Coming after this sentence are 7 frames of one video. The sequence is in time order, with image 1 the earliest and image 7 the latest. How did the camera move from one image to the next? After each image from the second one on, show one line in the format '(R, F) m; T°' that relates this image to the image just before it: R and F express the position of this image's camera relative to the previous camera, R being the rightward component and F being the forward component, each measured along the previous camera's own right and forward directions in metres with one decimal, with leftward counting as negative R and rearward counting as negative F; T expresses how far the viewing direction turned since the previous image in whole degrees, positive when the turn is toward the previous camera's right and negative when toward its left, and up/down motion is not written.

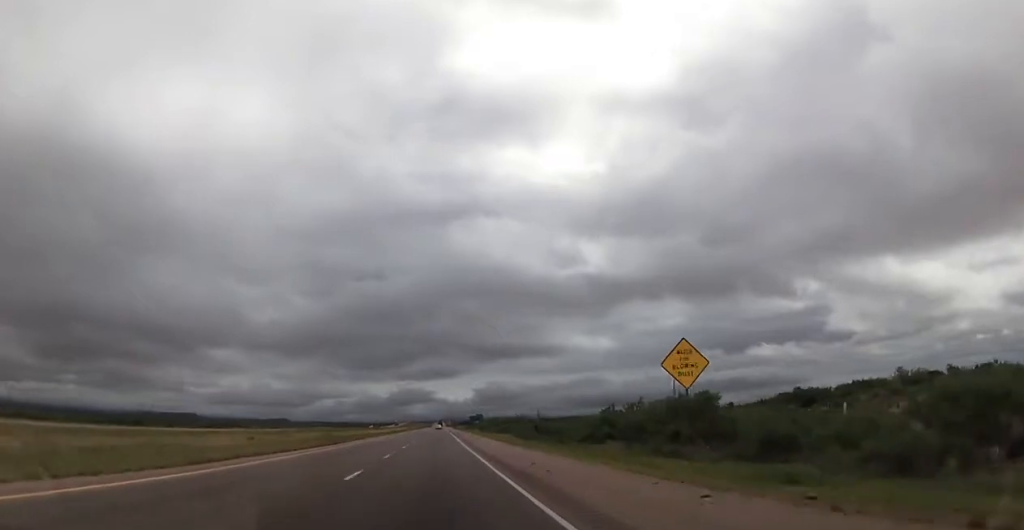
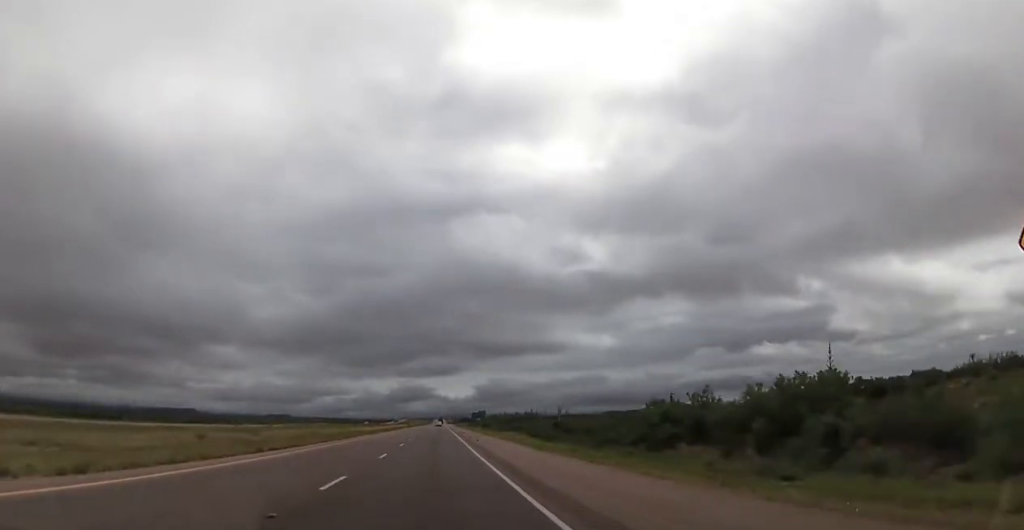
(+0.2, +15.0) m; 0°
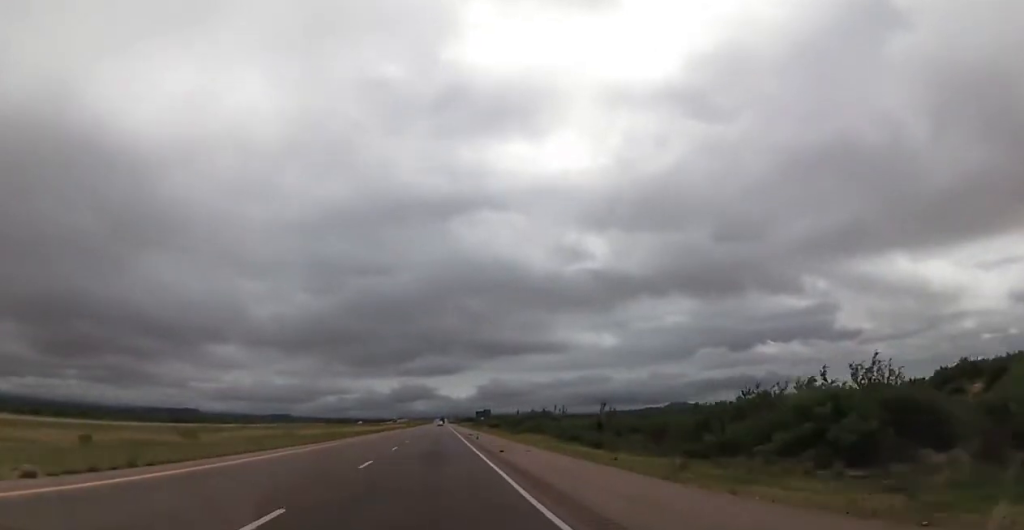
(-0.3, +18.5) m; -1°
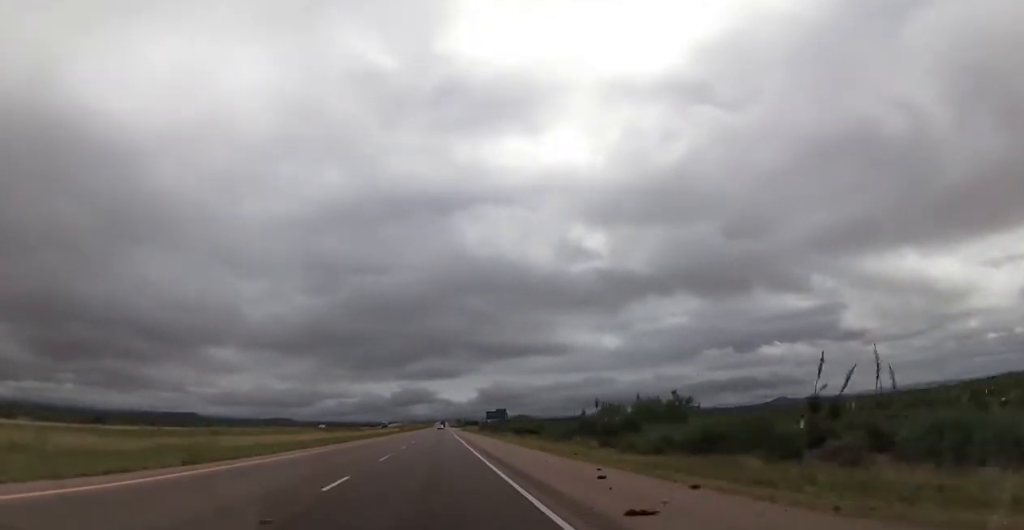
(-0.4, +54.3) m; 0°
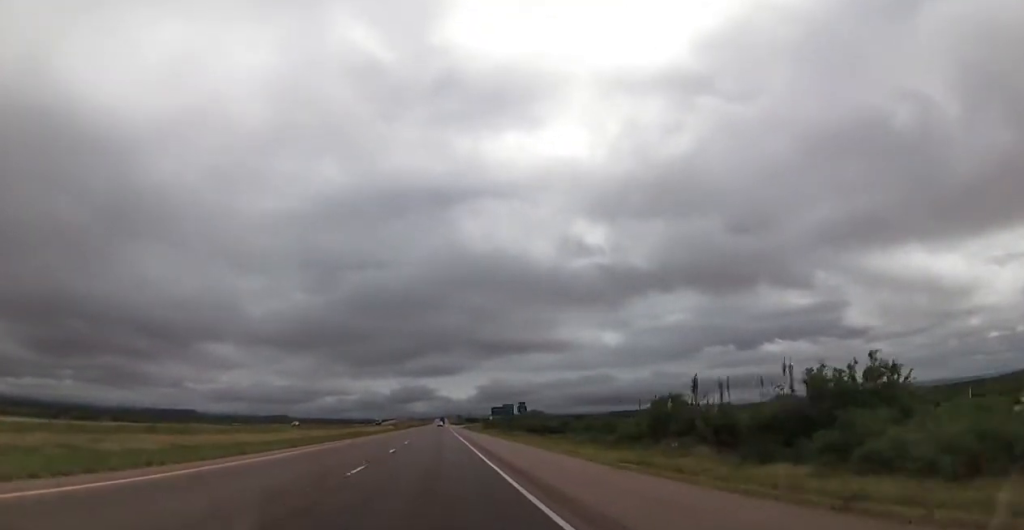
(0.0, +20.9) m; 0°
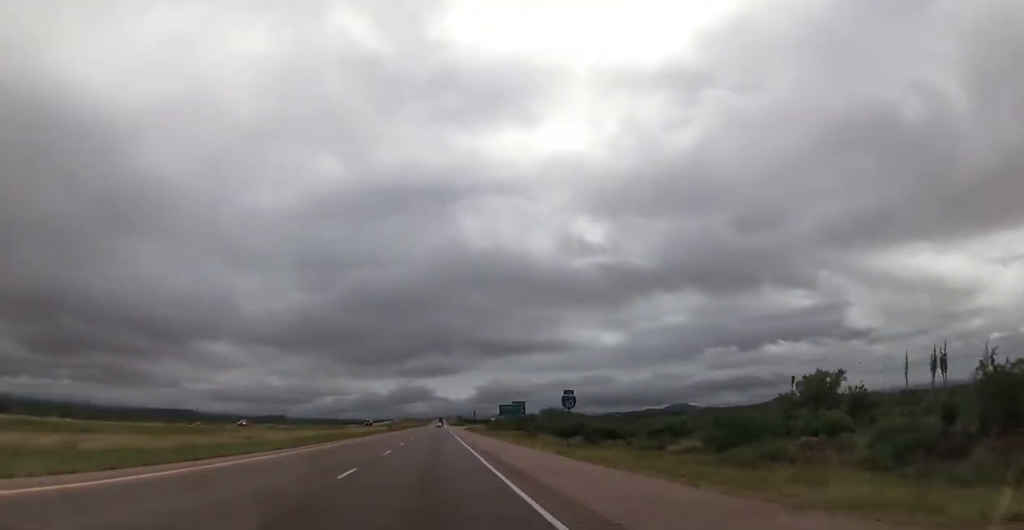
(0.0, +25.4) m; 0°
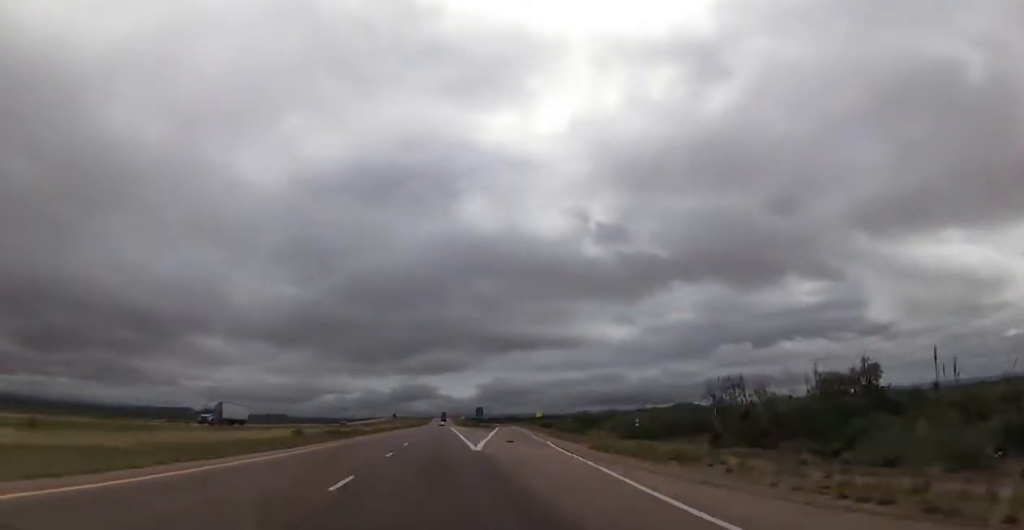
(+0.1, +136.5) m; 0°
